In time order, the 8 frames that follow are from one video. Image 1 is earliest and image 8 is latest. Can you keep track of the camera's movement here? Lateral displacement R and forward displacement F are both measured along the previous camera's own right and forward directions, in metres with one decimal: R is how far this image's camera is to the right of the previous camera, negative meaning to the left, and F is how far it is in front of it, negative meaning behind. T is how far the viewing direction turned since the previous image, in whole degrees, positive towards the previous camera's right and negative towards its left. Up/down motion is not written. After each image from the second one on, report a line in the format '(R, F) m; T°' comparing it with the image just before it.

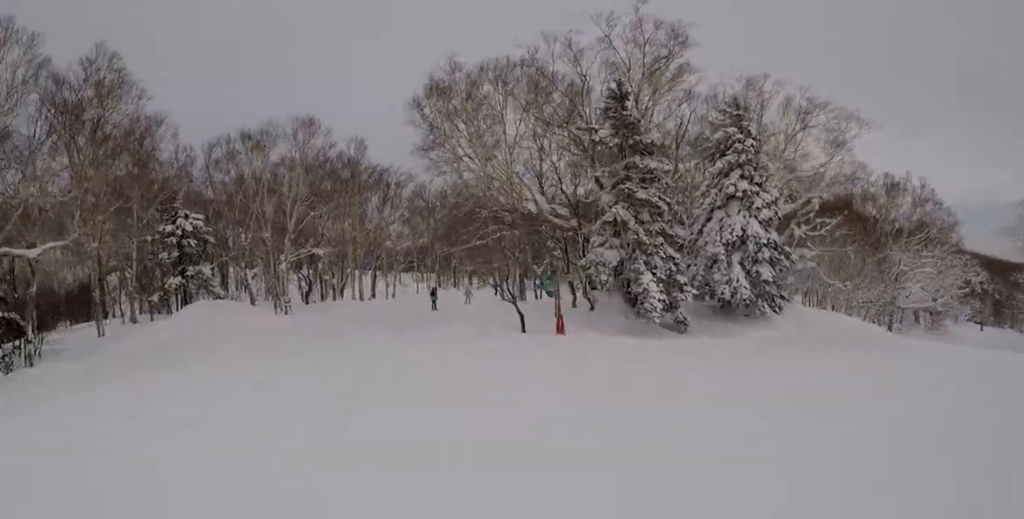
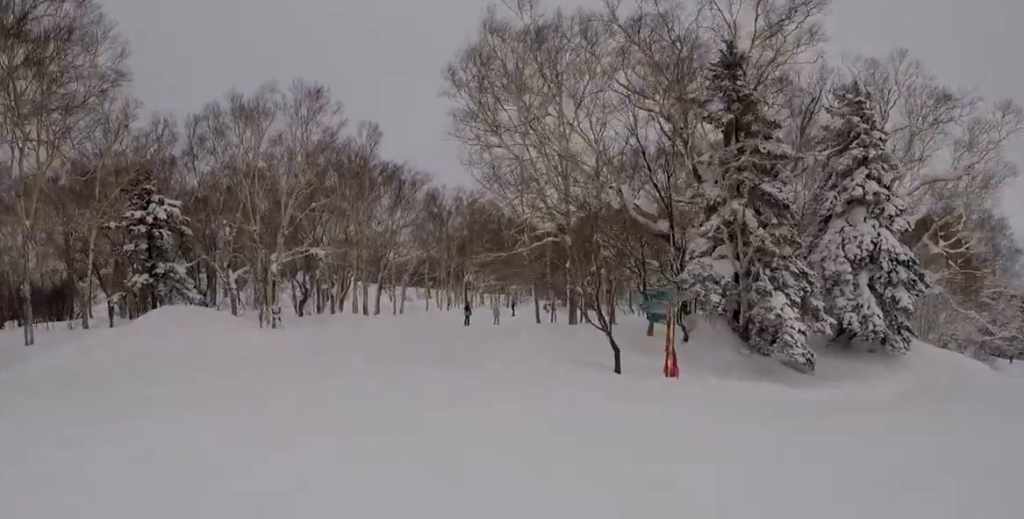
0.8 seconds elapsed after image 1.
(+0.1, +7.9) m; +4°
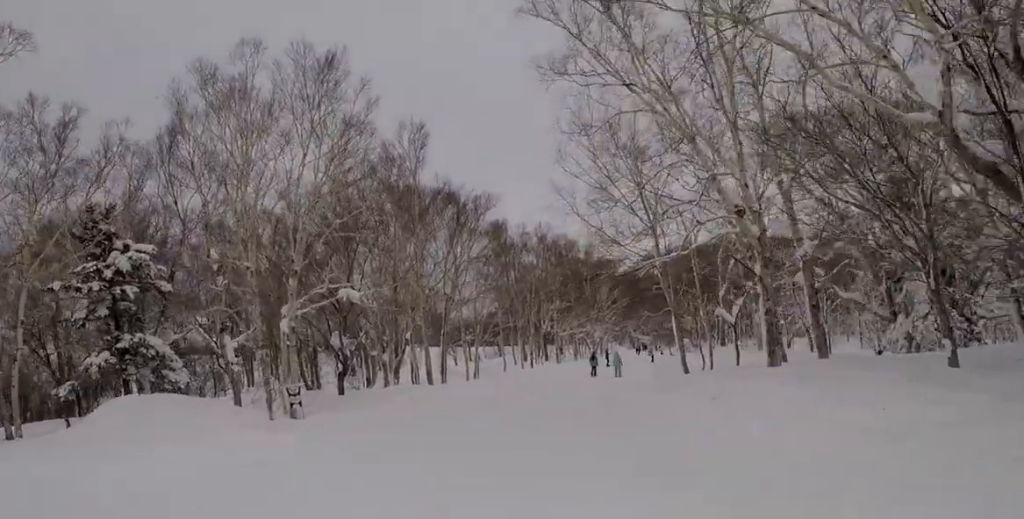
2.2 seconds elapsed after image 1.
(+1.0, +11.9) m; +9°
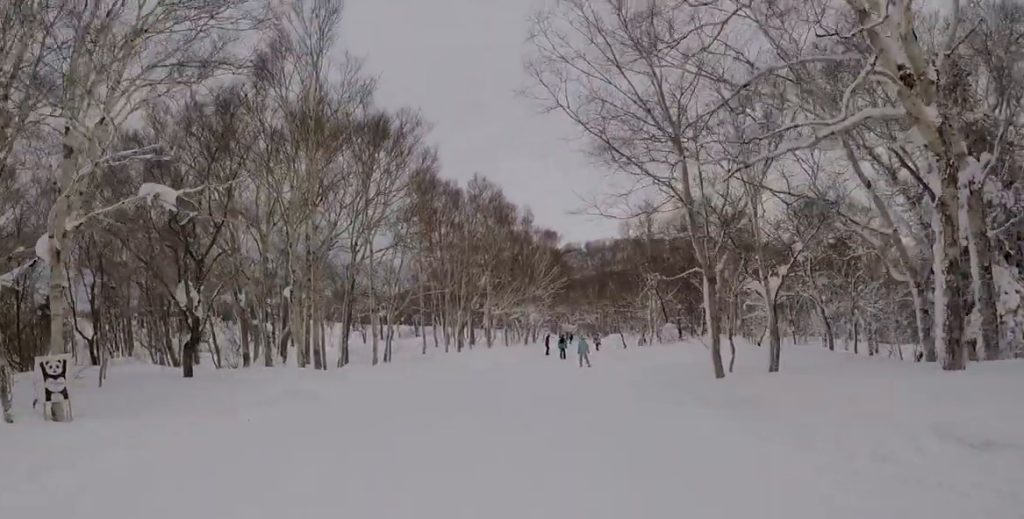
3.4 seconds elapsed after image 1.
(+0.8, +10.0) m; +8°
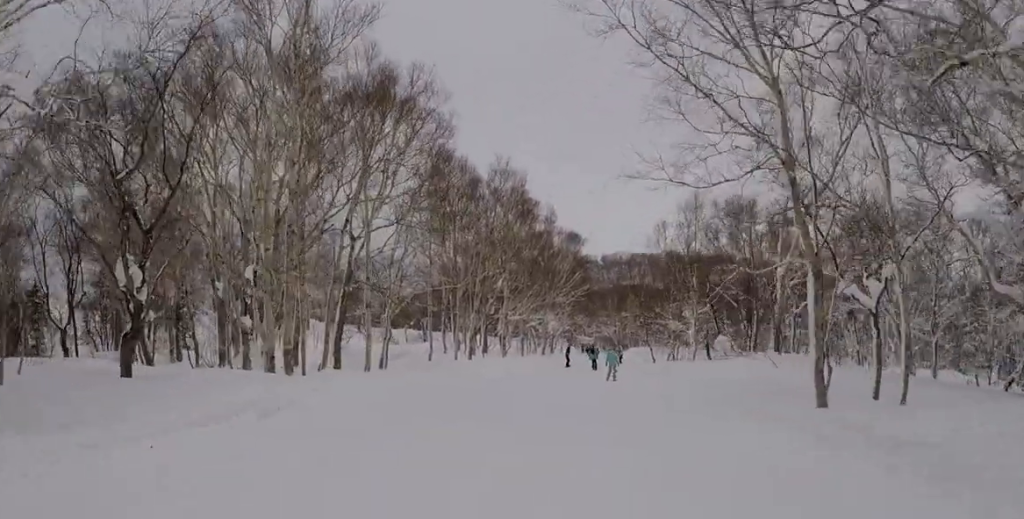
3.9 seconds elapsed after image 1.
(+0.2, +4.6) m; +2°
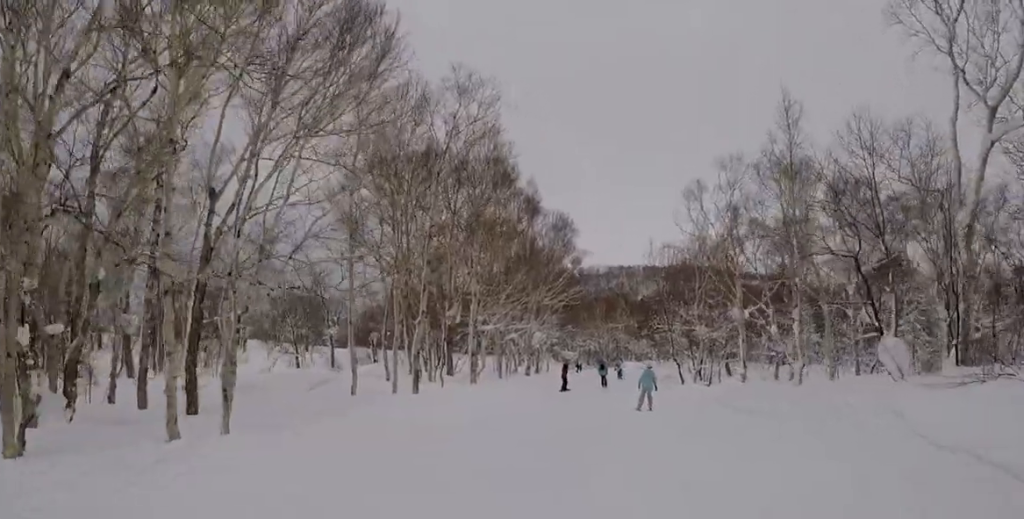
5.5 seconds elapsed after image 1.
(+0.1, +12.0) m; 0°
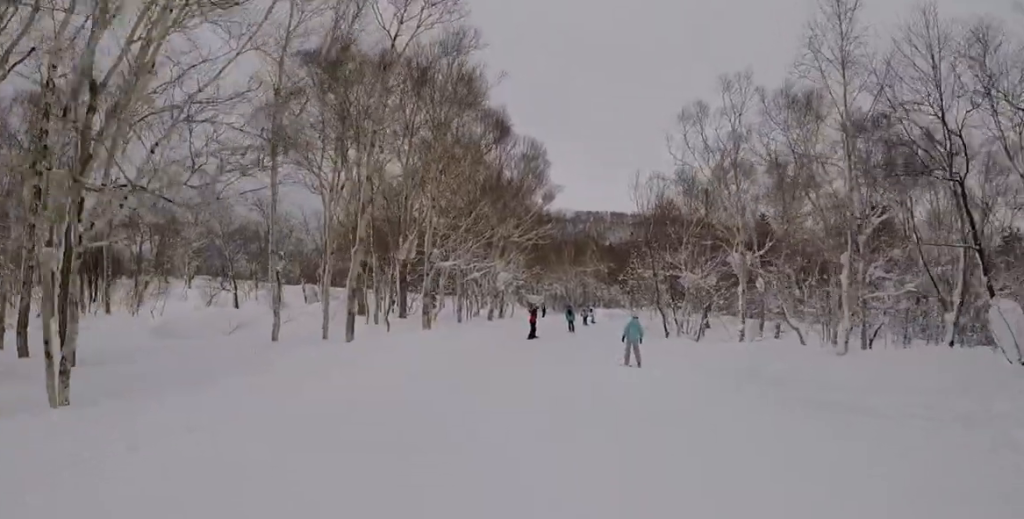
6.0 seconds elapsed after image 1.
(0.0, +4.0) m; +2°
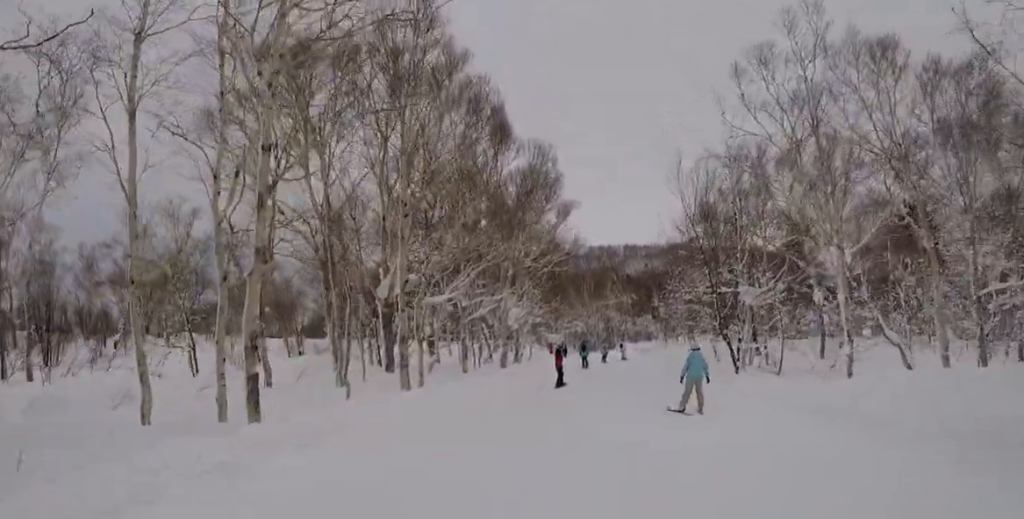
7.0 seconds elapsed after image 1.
(+0.1, +6.9) m; +7°
